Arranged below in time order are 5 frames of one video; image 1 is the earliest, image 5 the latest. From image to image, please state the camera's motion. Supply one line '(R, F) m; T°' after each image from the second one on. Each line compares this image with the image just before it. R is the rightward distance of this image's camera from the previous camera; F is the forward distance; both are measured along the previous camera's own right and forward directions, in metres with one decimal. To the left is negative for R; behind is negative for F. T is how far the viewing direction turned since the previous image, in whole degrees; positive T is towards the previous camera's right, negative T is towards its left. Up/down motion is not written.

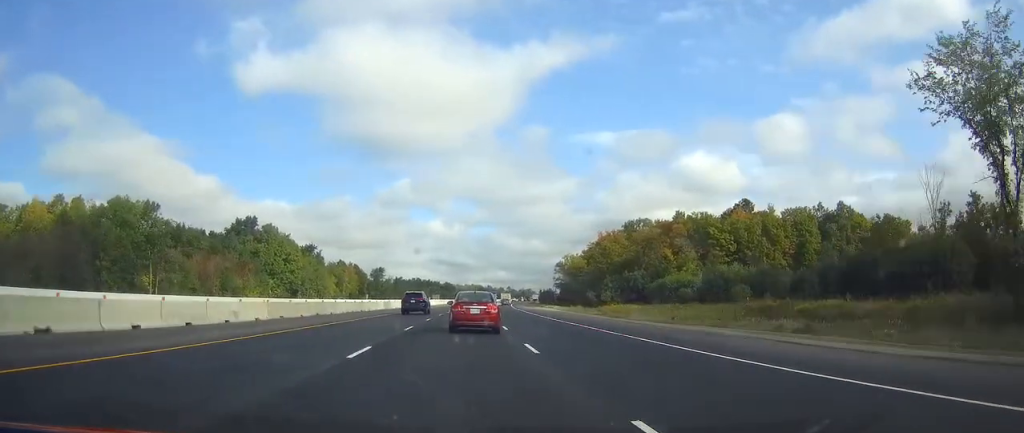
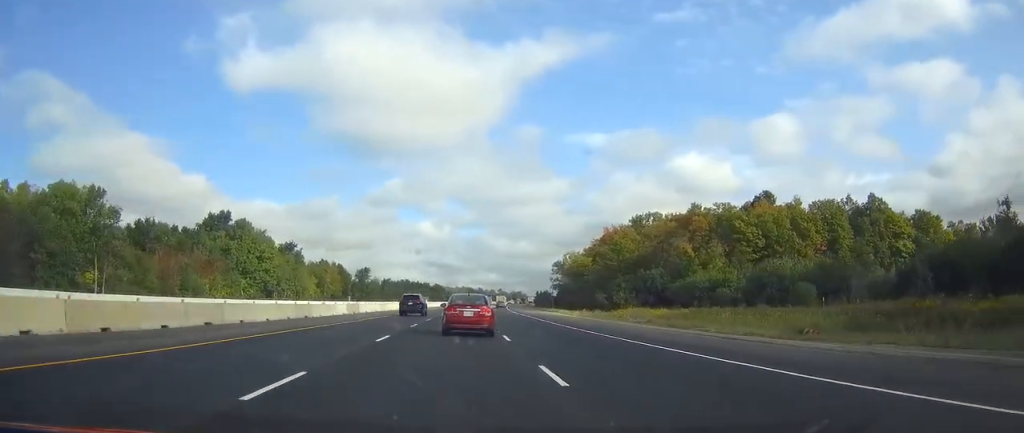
(+0.1, +17.5) m; +1°
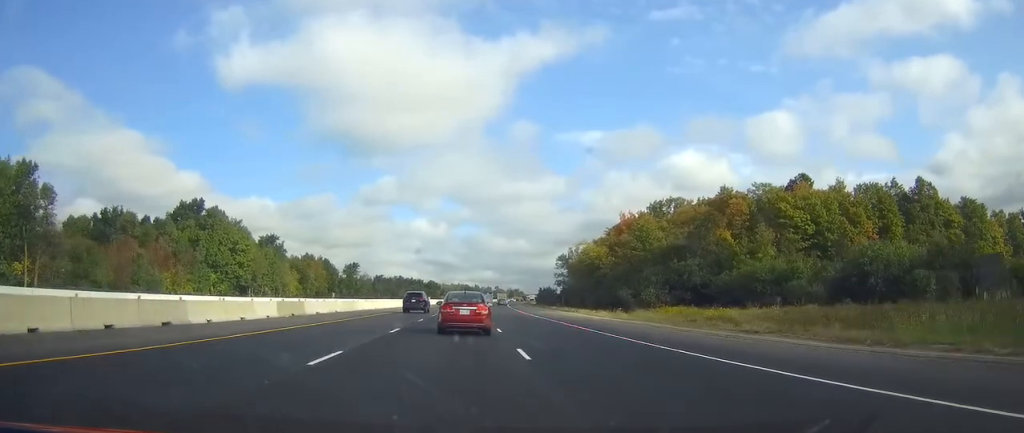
(+0.1, +19.4) m; 0°
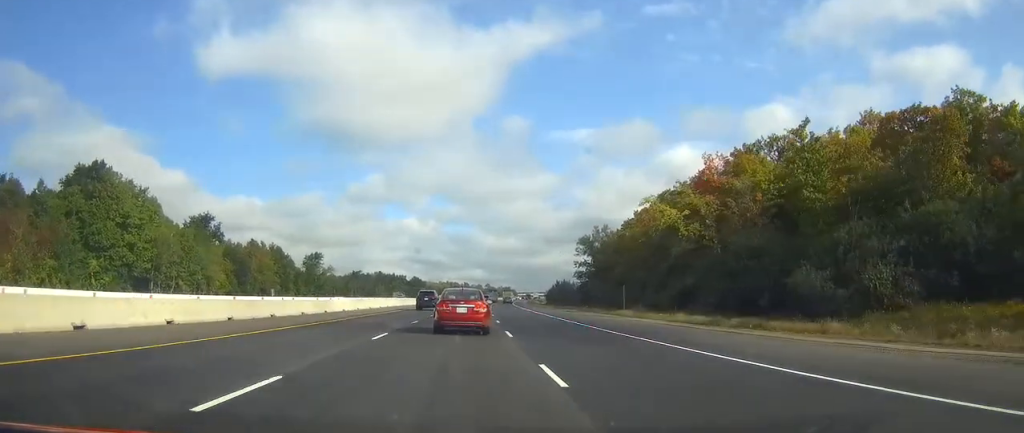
(+0.4, +50.9) m; +1°
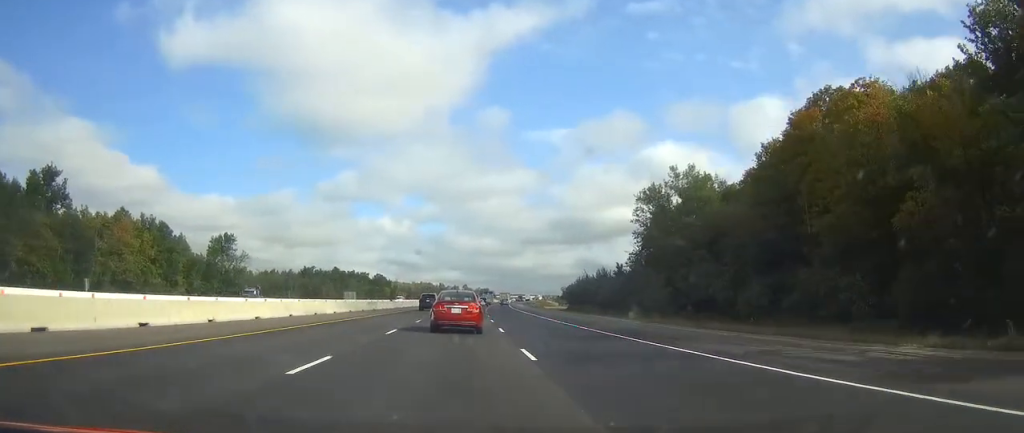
(+0.1, +64.5) m; +1°
